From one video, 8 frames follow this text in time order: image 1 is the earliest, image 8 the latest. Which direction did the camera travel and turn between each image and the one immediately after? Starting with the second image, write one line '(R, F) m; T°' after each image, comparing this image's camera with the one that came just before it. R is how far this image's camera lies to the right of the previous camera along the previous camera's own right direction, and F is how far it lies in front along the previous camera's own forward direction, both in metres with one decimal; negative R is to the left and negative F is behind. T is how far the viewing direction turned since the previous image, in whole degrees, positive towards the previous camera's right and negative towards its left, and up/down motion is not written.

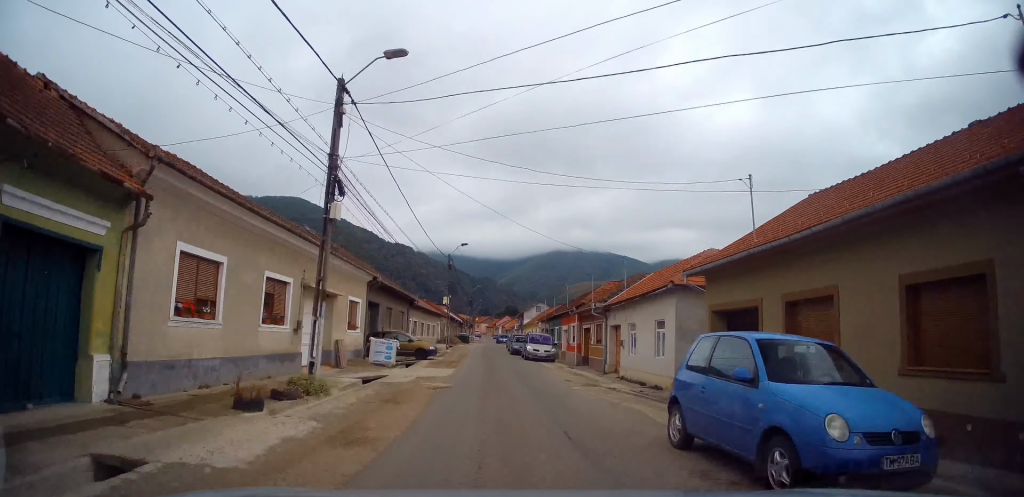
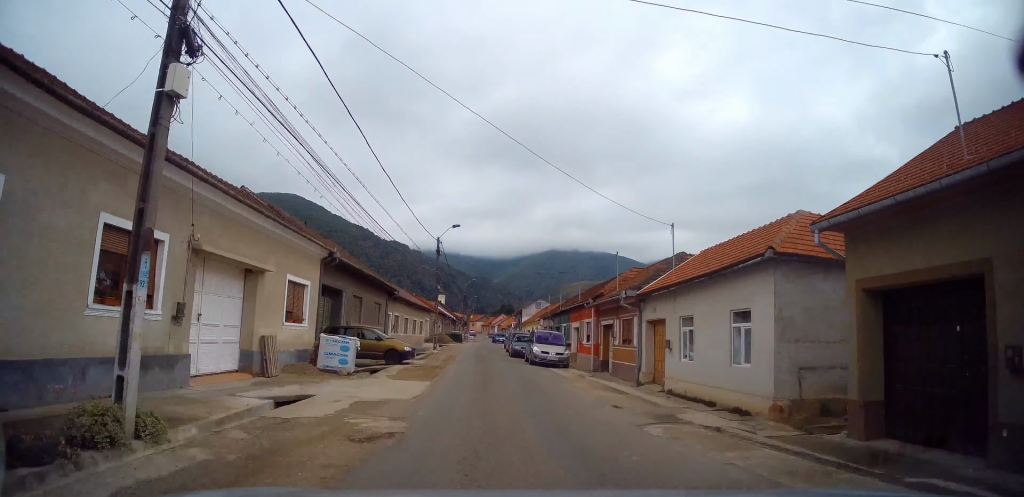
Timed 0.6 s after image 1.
(+0.2, +7.3) m; 0°
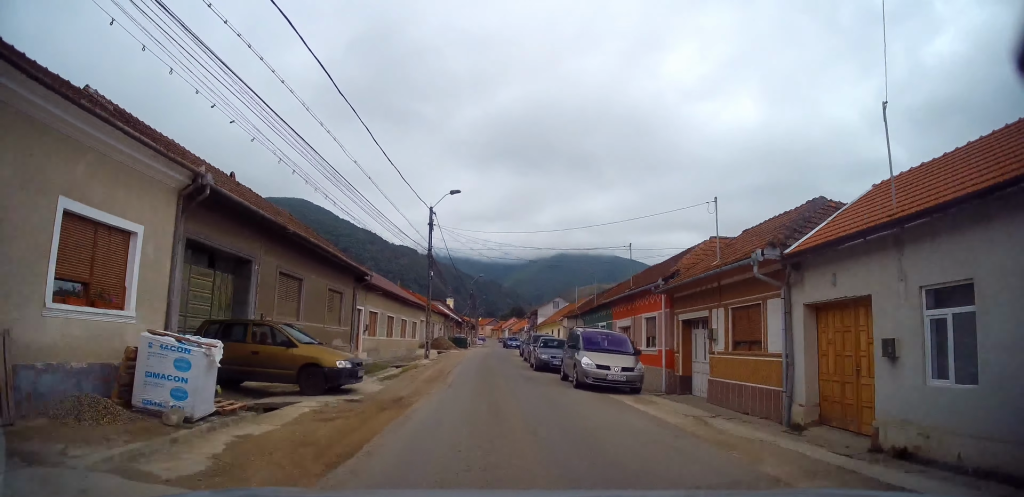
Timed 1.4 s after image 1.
(0.0, +10.7) m; -1°
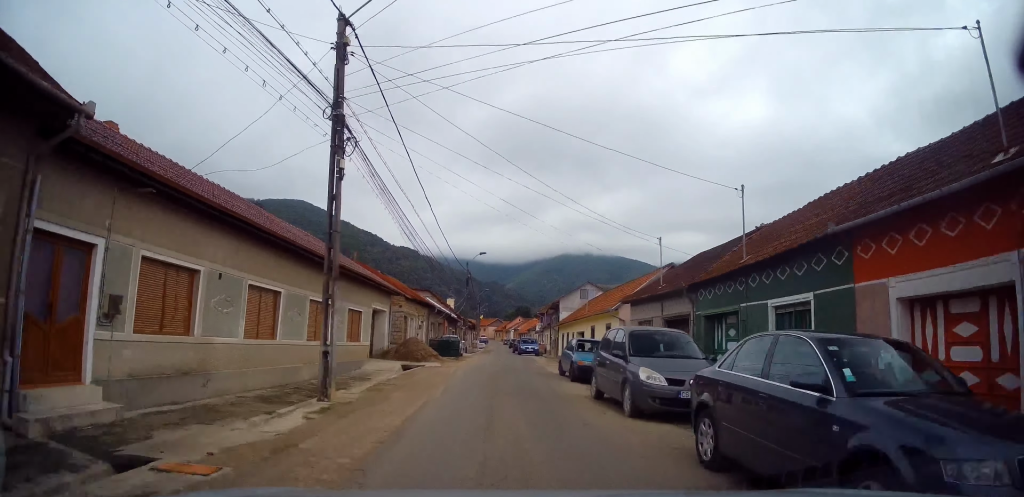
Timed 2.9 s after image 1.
(-0.3, +19.1) m; 0°
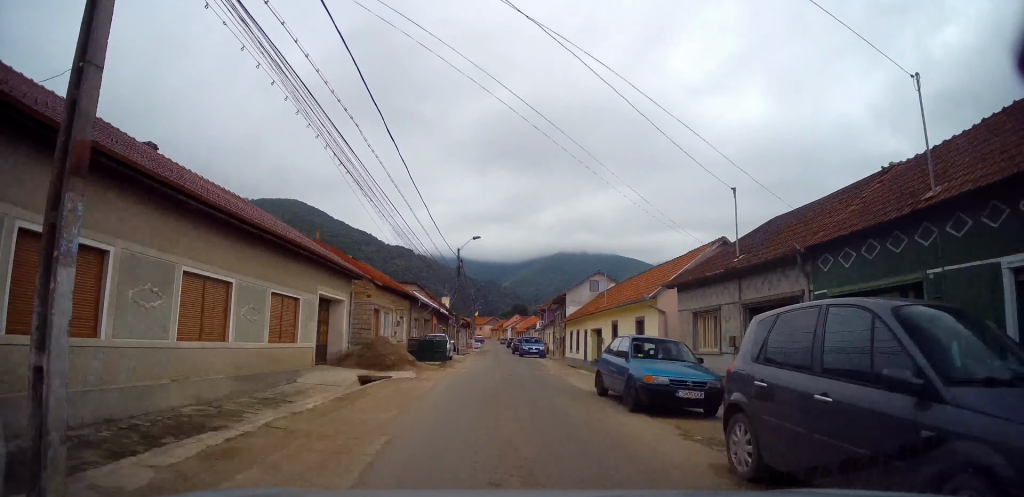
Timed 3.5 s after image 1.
(0.0, +7.0) m; 0°
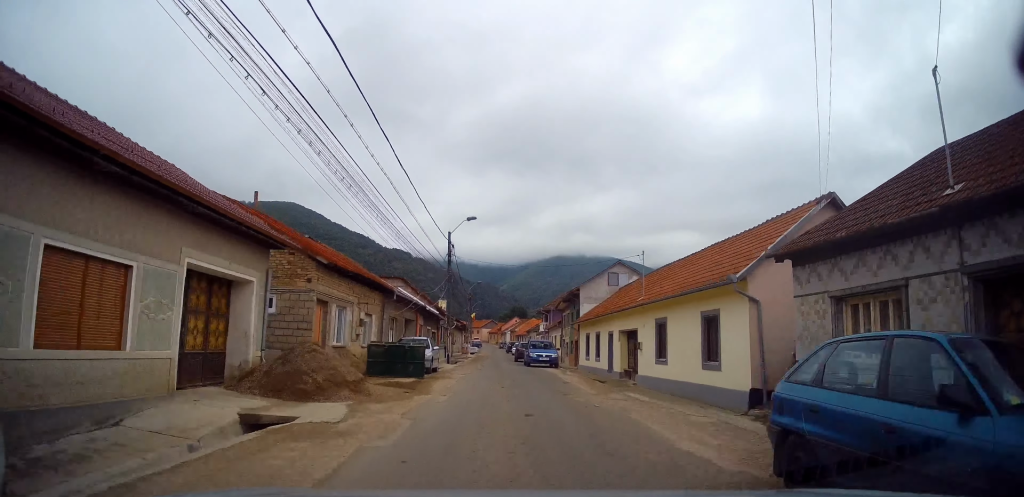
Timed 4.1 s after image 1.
(0.0, +7.7) m; 0°
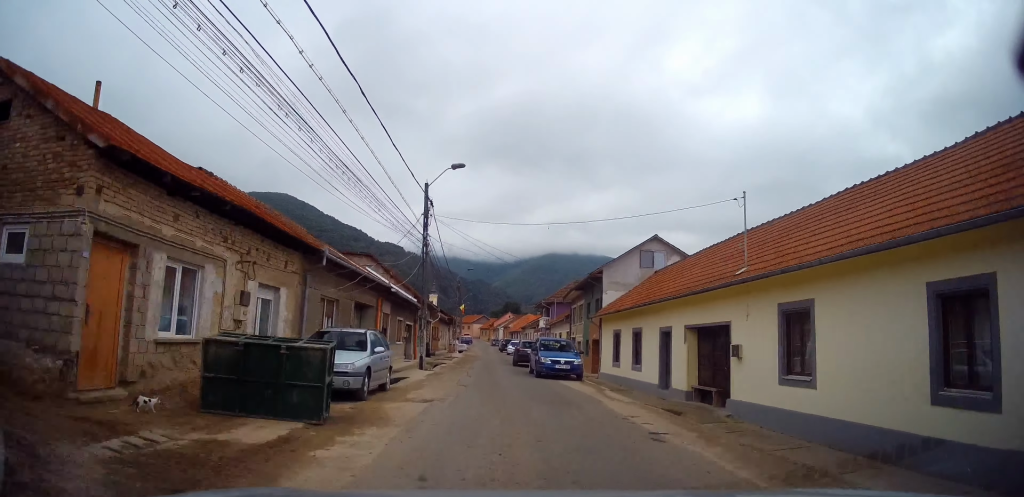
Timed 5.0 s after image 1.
(0.0, +9.8) m; +2°
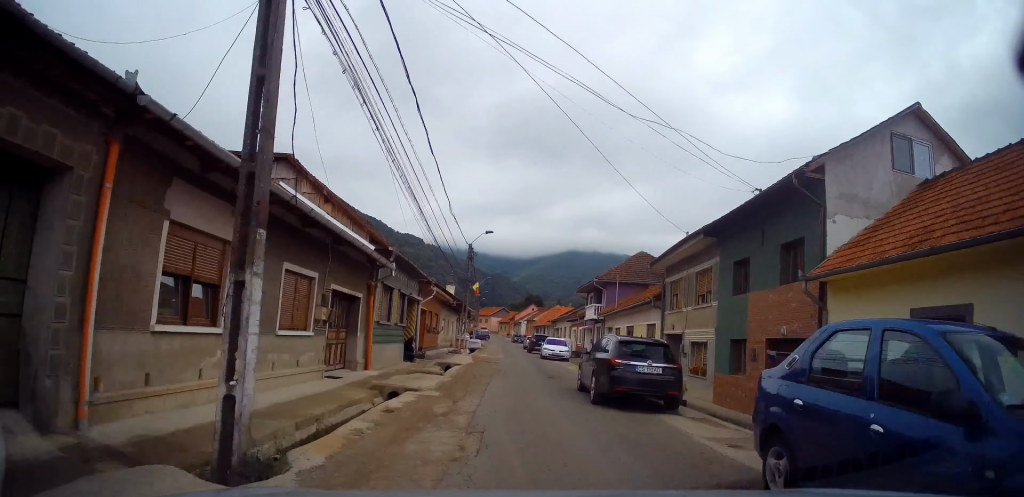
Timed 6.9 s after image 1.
(+0.4, +19.2) m; 0°
